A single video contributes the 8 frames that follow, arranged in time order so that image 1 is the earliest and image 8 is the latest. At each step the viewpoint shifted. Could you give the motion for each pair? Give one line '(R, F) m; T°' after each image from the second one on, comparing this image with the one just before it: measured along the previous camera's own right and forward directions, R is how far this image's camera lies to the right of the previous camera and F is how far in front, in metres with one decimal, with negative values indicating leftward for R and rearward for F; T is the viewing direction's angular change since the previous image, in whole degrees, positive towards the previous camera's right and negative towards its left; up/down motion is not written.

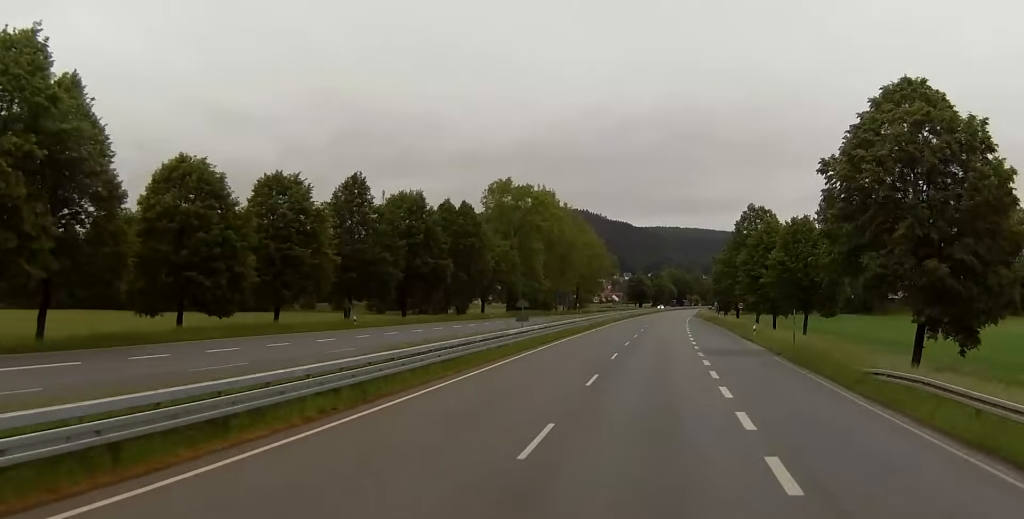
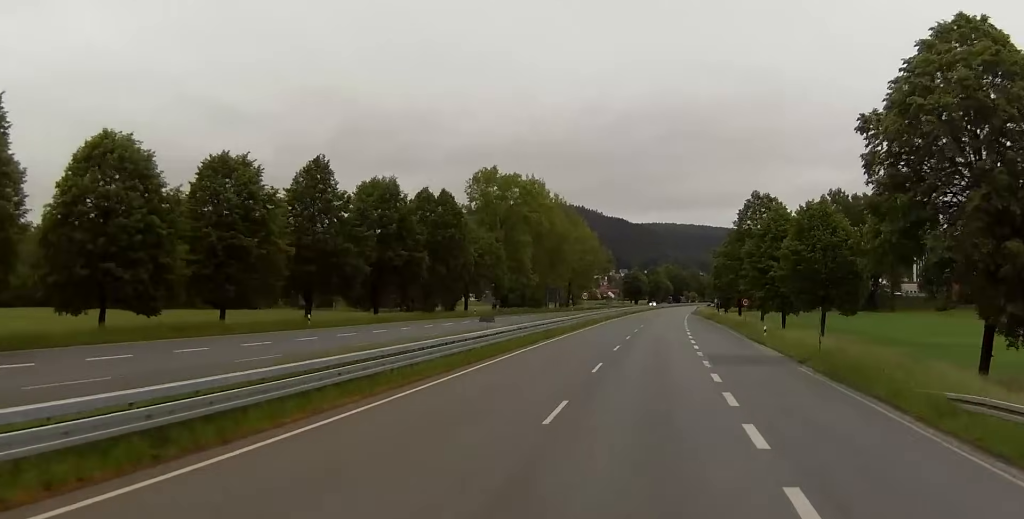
(-0.3, +8.7) m; 0°
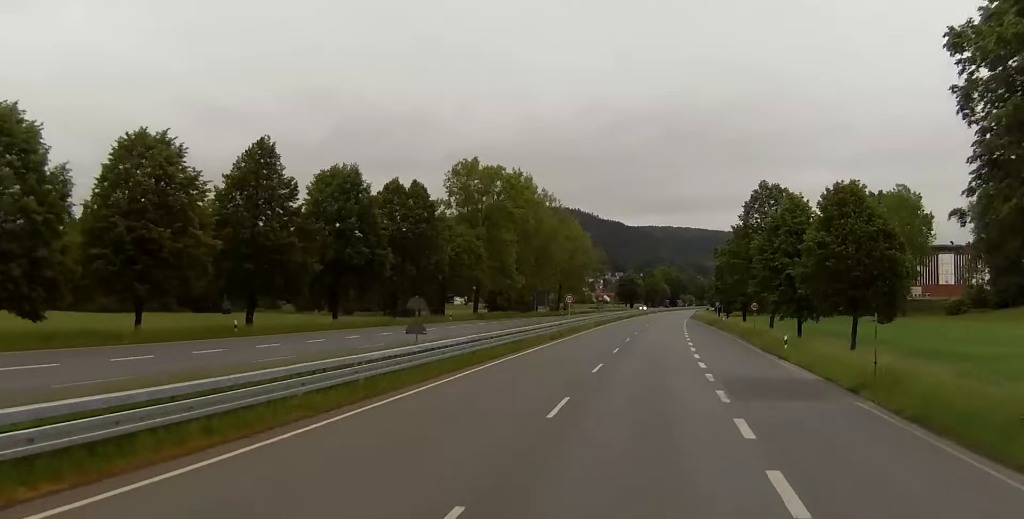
(-0.1, +10.7) m; 0°
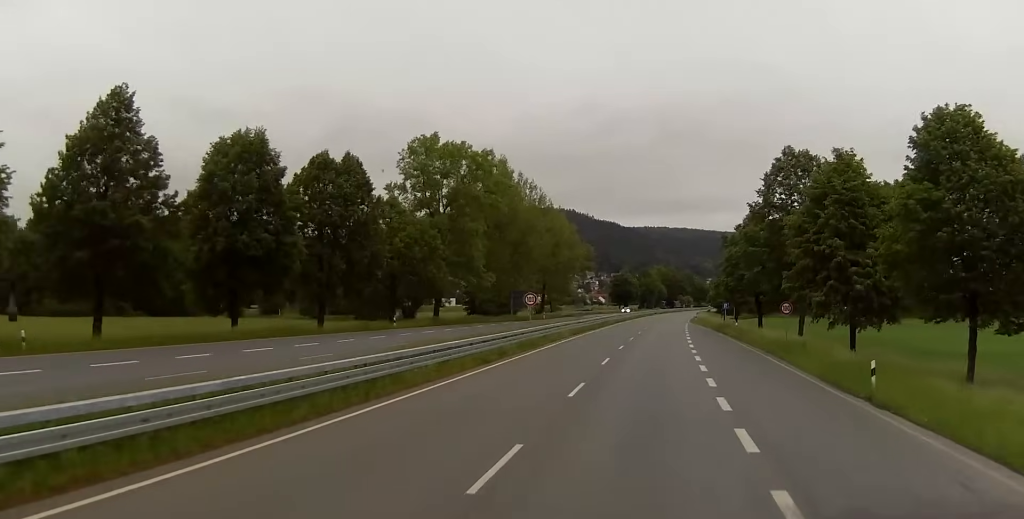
(+0.5, +19.4) m; +2°
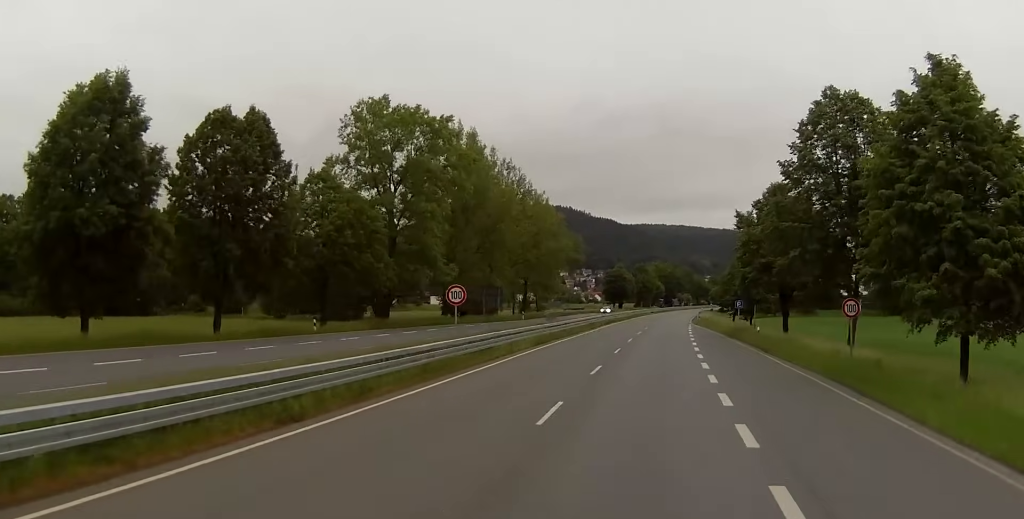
(0.0, +17.9) m; +1°
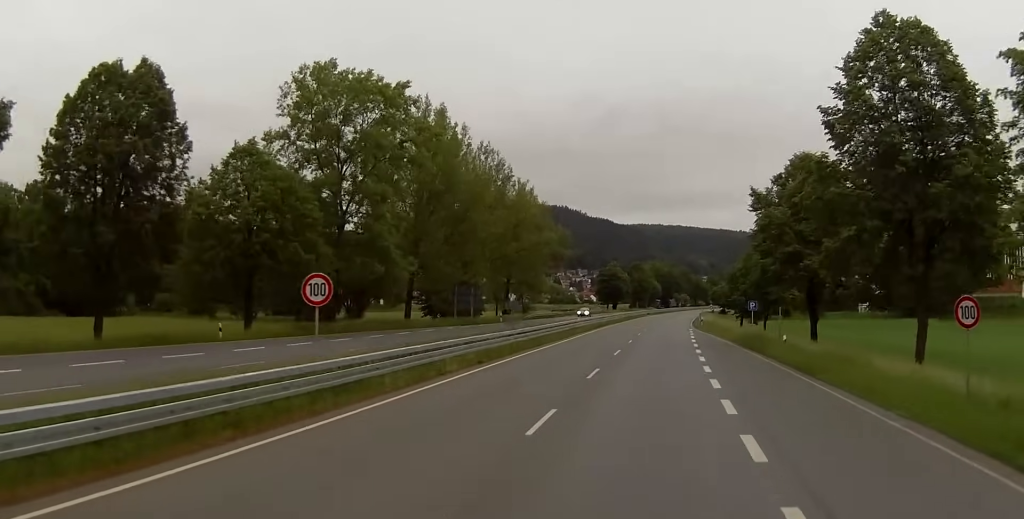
(+0.3, +13.2) m; 0°
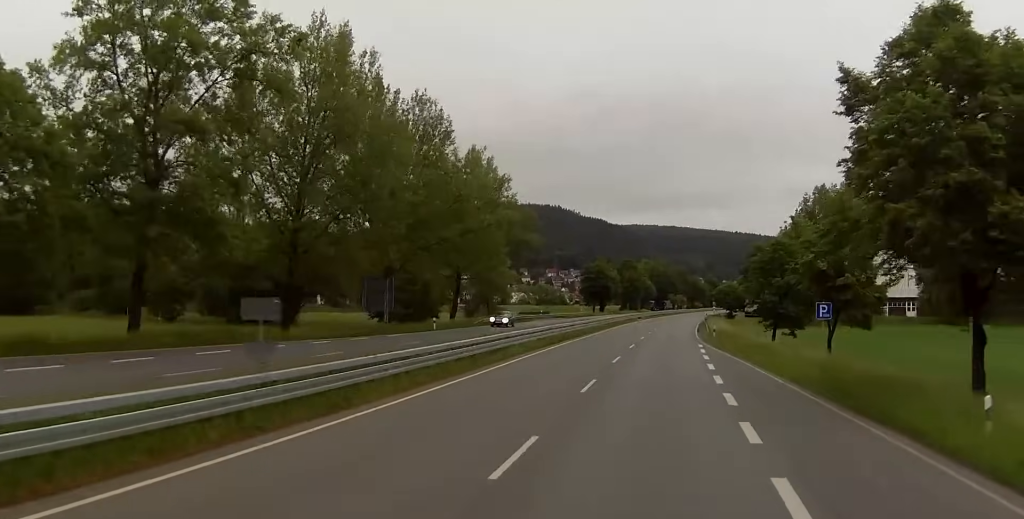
(-0.4, +27.8) m; -1°
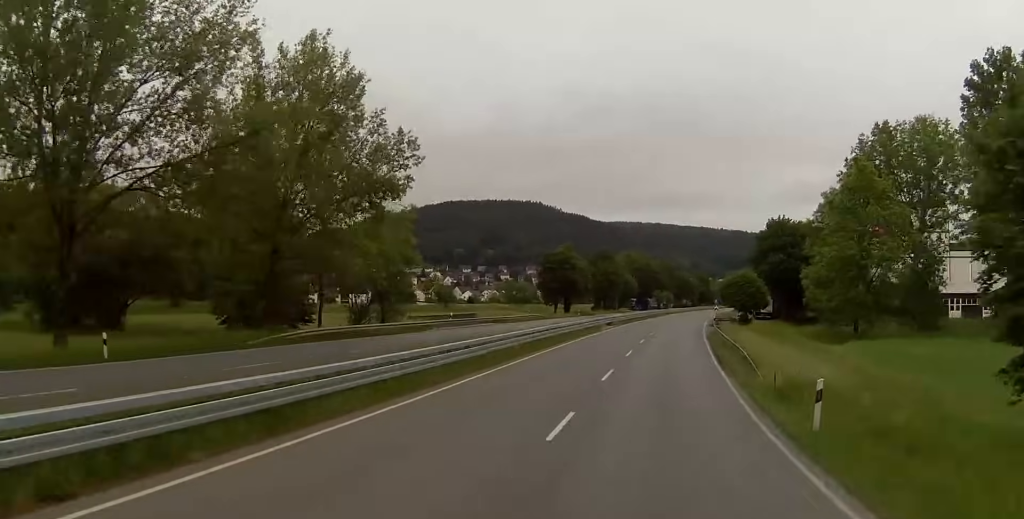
(+0.7, +44.3) m; +1°
